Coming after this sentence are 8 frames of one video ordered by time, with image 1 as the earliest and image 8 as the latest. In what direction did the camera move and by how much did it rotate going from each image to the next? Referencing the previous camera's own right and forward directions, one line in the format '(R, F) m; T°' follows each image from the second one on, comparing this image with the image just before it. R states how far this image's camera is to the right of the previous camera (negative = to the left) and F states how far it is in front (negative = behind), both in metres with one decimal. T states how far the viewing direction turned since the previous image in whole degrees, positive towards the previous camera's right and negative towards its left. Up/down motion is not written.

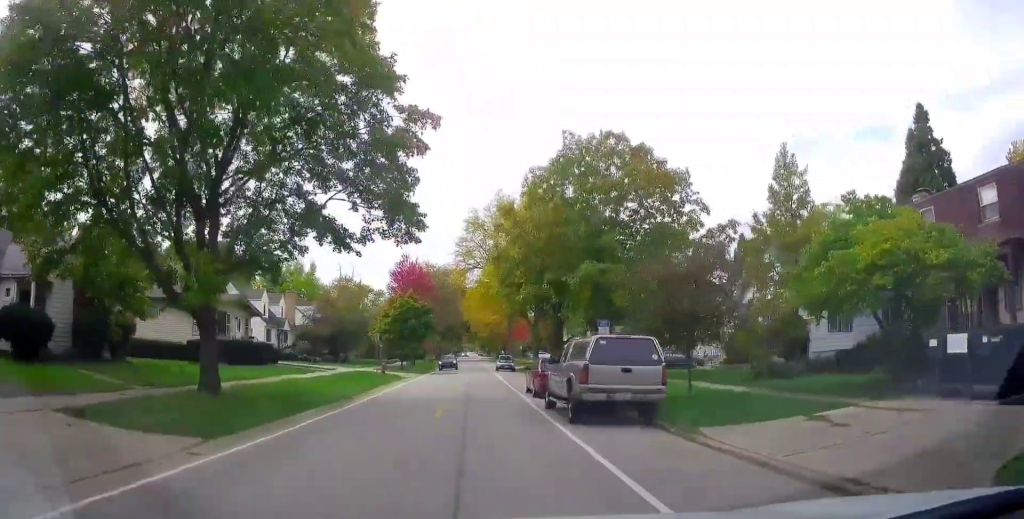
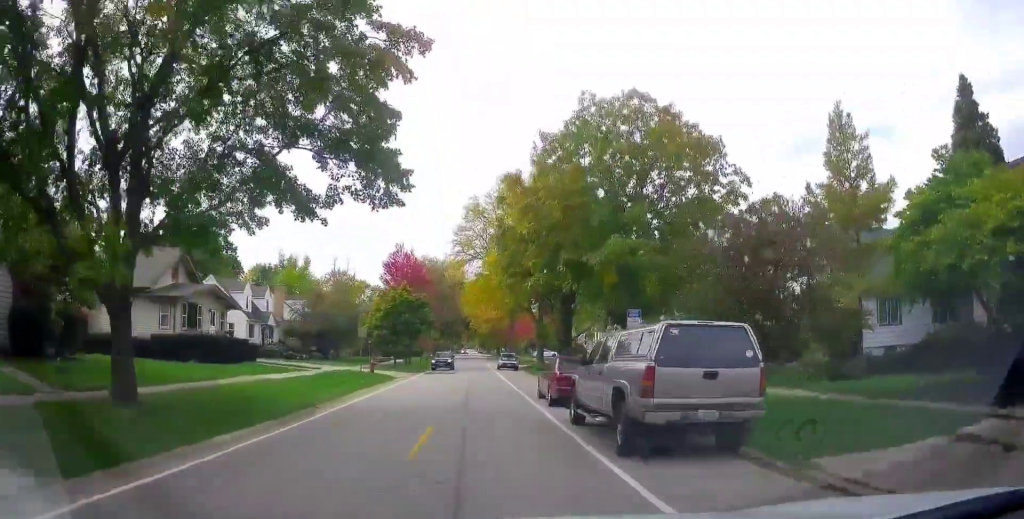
(0.0, +4.8) m; 0°
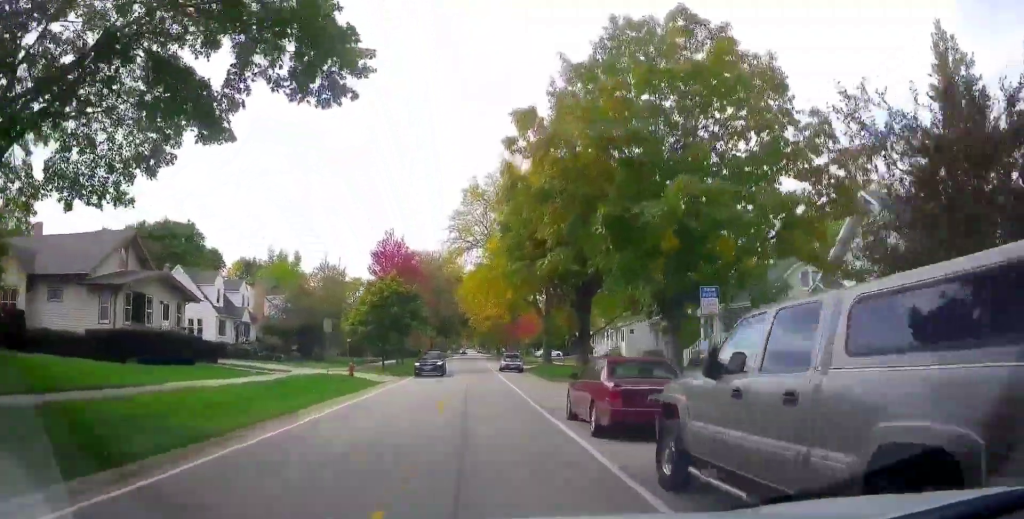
(0.0, +6.5) m; -2°
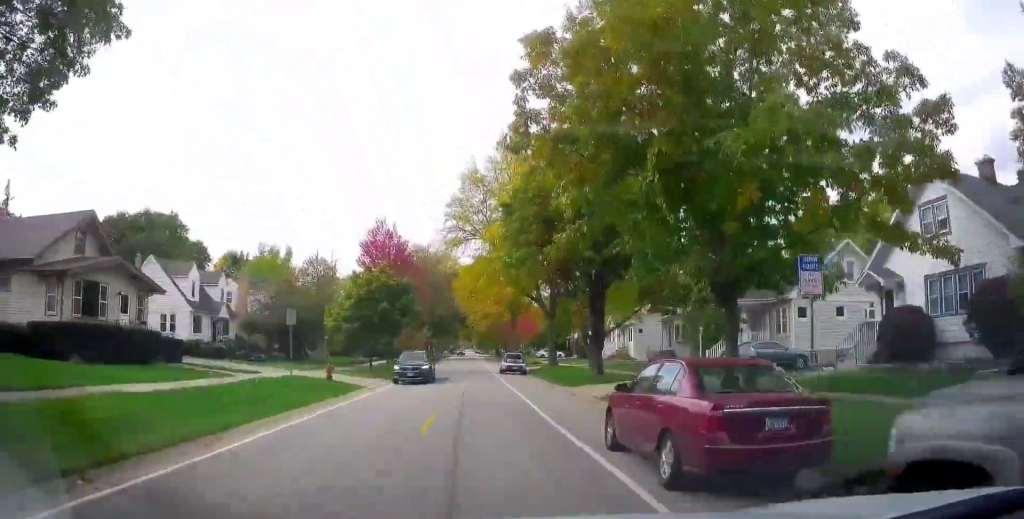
(-0.1, +4.2) m; -1°
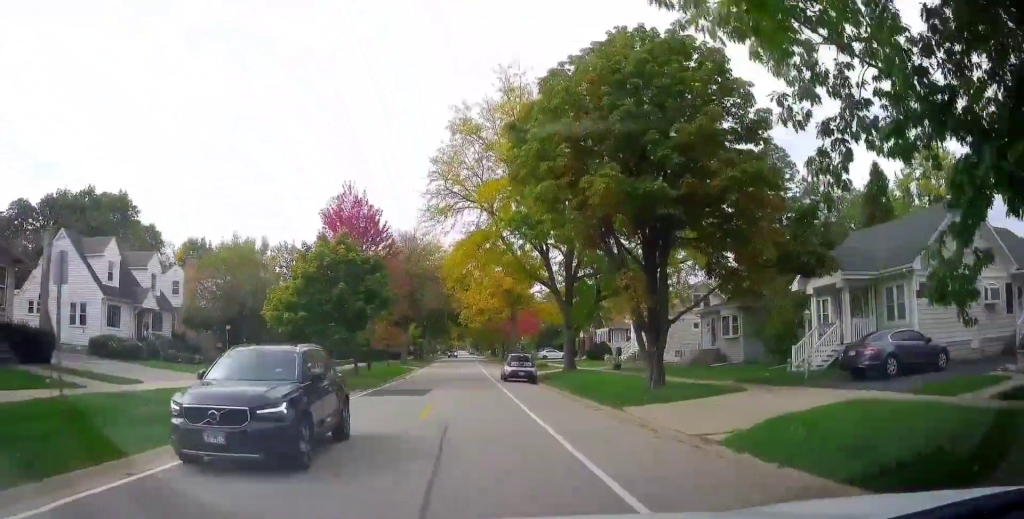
(-0.2, +9.9) m; +1°
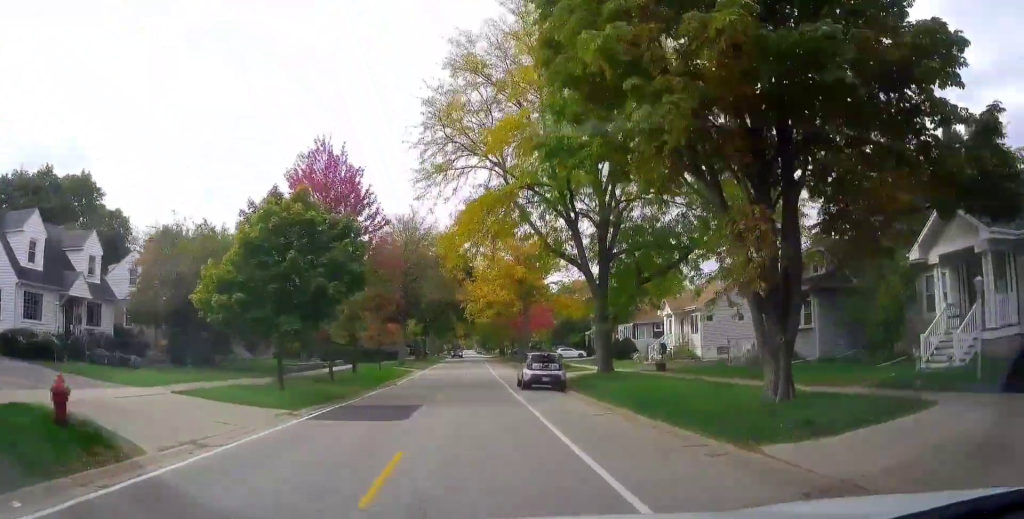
(+0.2, +7.2) m; +2°
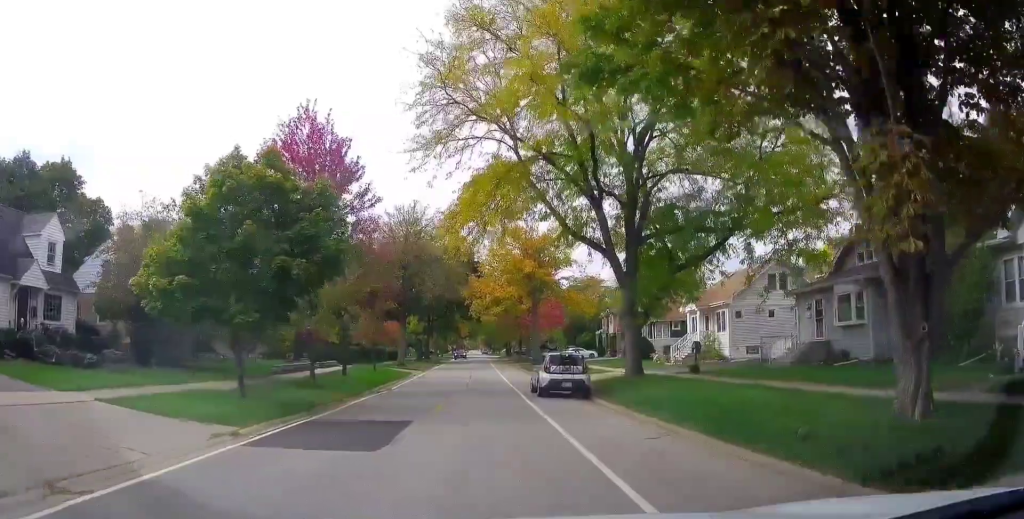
(0.0, +3.7) m; 0°
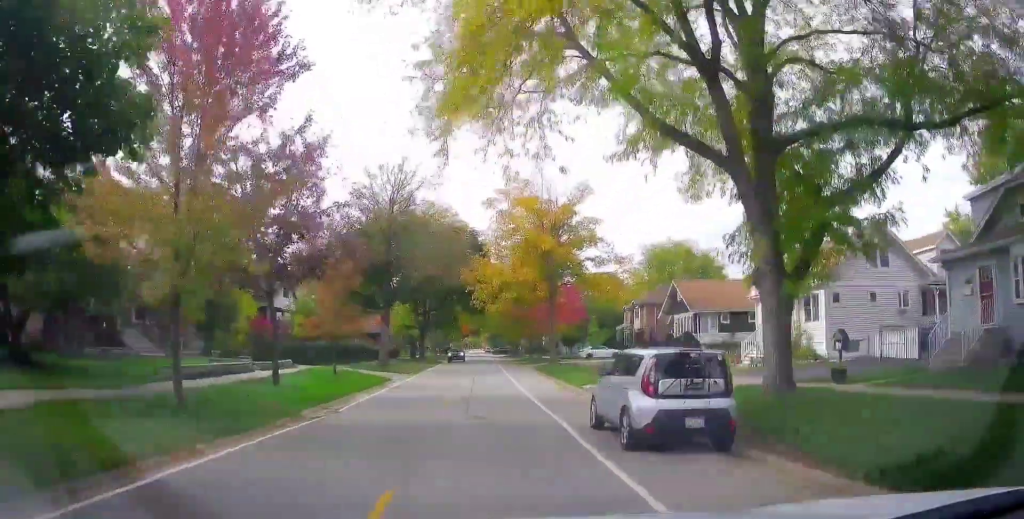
(0.0, +10.2) m; 0°
